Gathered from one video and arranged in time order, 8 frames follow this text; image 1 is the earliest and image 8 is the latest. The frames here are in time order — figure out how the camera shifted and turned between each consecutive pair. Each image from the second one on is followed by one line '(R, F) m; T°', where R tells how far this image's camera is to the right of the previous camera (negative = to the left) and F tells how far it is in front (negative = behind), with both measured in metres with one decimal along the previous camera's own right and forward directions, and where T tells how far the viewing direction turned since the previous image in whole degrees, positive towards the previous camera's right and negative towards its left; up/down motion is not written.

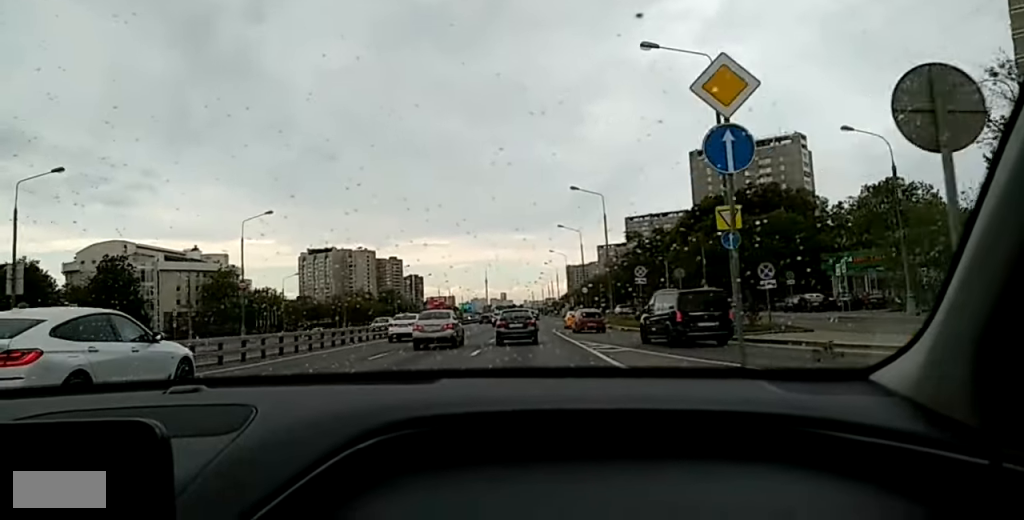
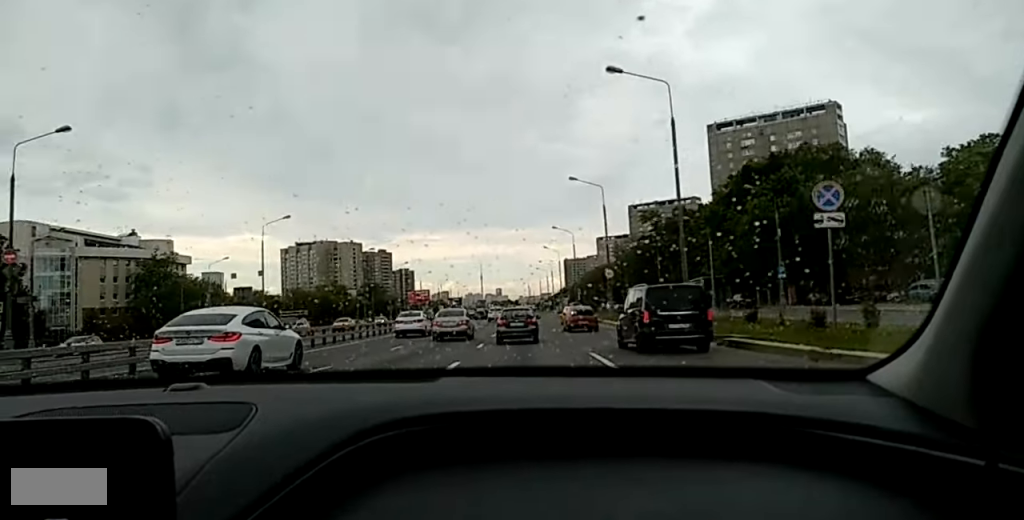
(+1.3, +30.8) m; +5°
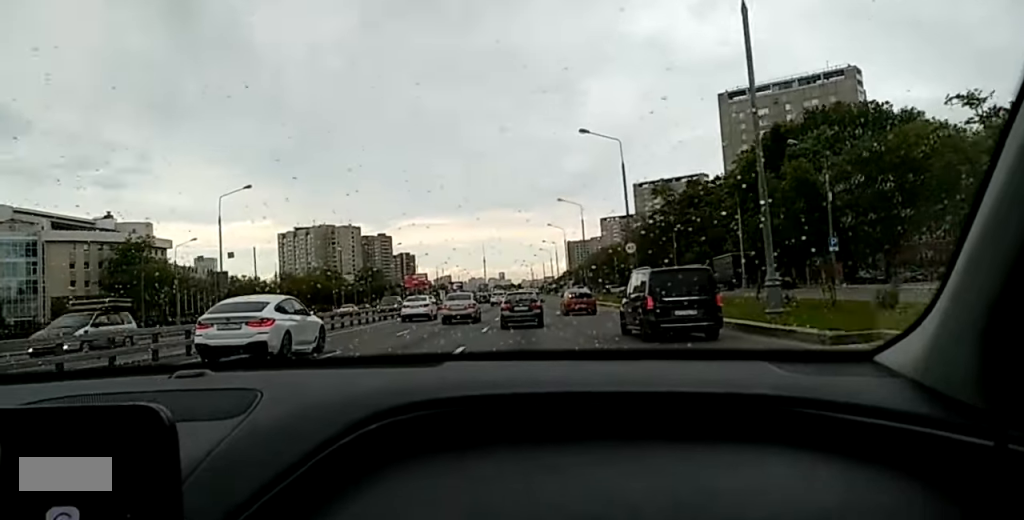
(+0.1, +10.9) m; +1°
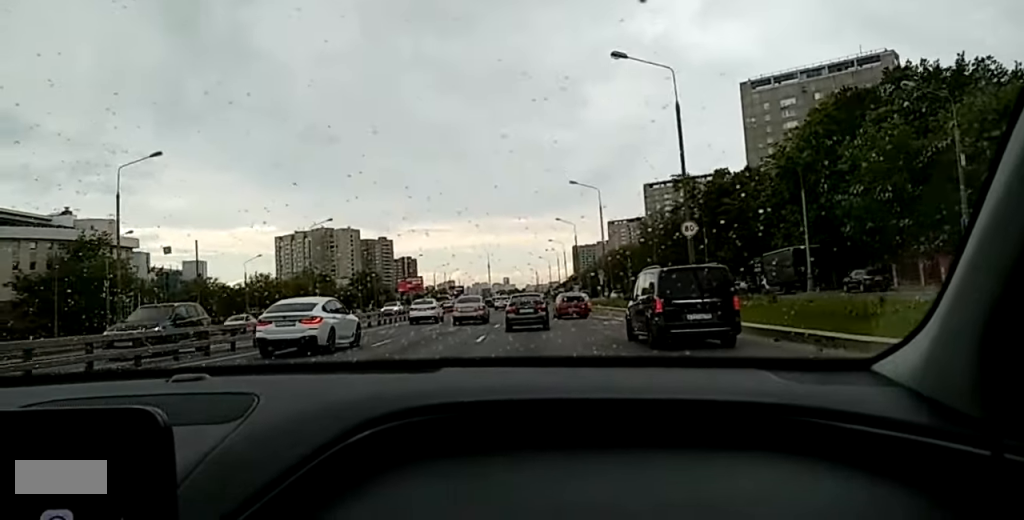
(0.0, +17.4) m; 0°
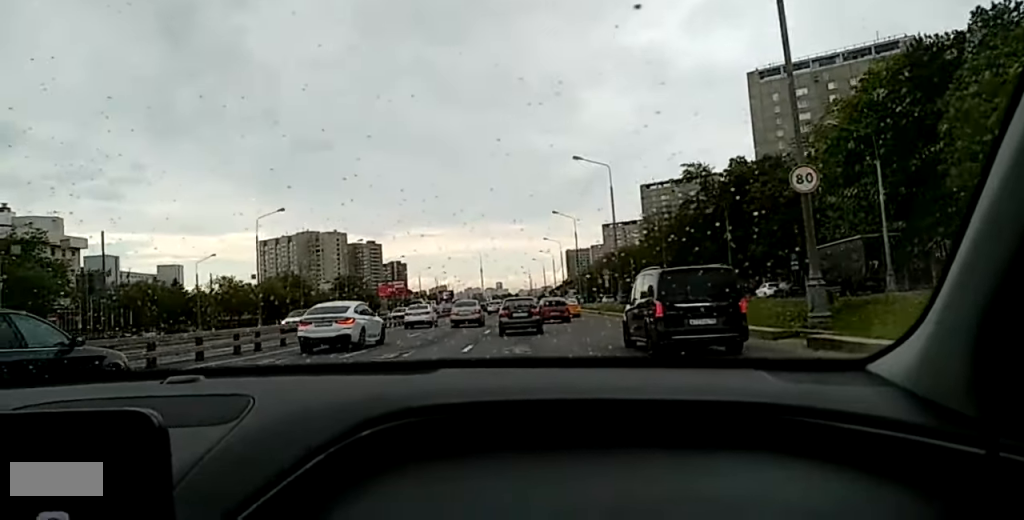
(0.0, +14.9) m; 0°
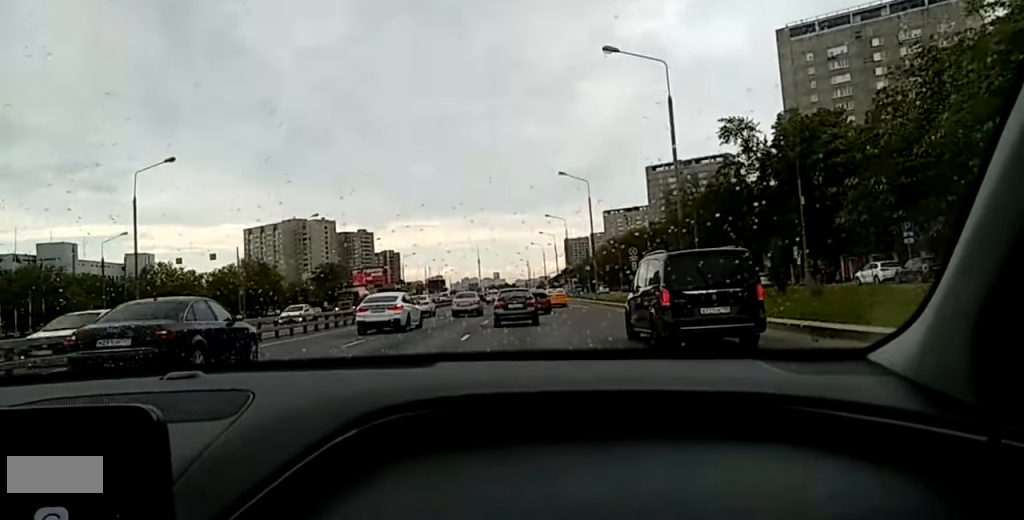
(-0.2, +22.8) m; -1°
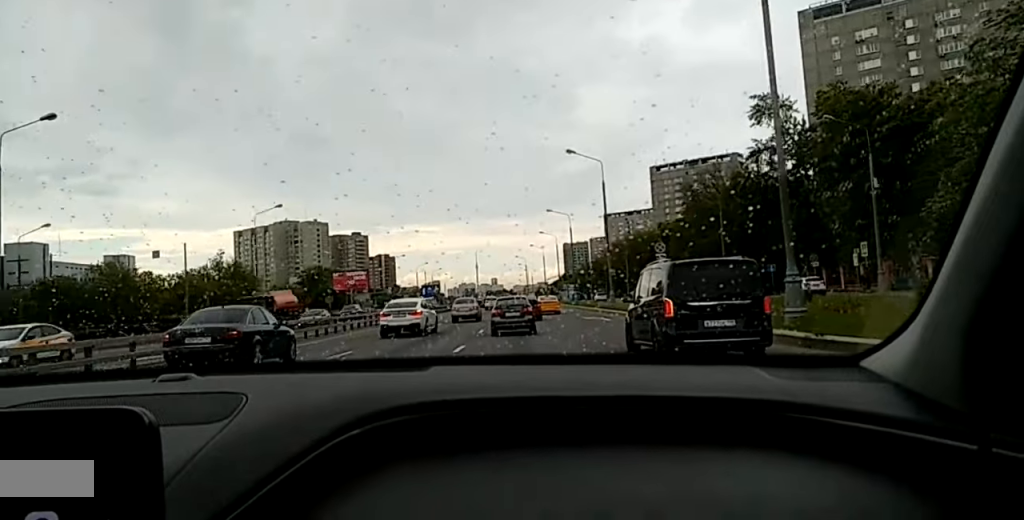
(0.0, +13.8) m; +1°
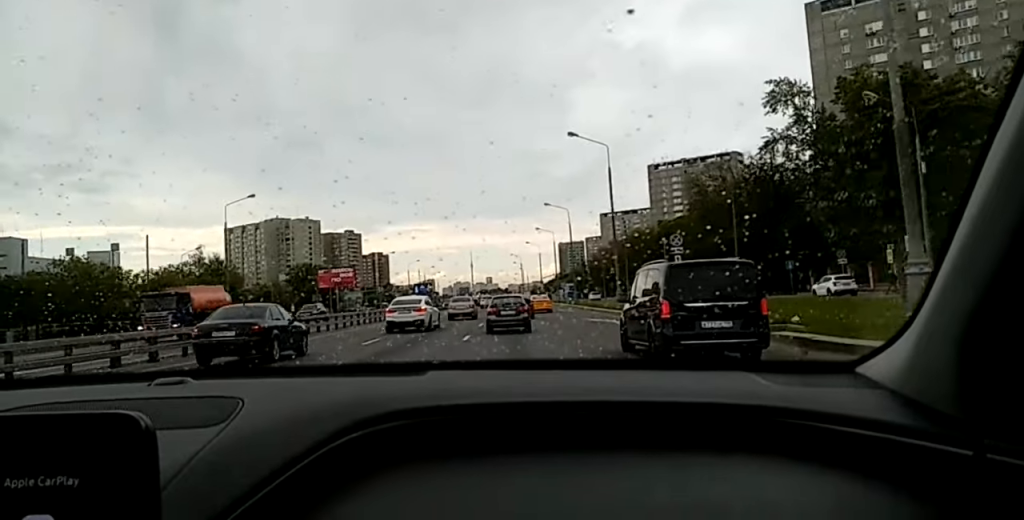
(0.0, +6.6) m; 0°
